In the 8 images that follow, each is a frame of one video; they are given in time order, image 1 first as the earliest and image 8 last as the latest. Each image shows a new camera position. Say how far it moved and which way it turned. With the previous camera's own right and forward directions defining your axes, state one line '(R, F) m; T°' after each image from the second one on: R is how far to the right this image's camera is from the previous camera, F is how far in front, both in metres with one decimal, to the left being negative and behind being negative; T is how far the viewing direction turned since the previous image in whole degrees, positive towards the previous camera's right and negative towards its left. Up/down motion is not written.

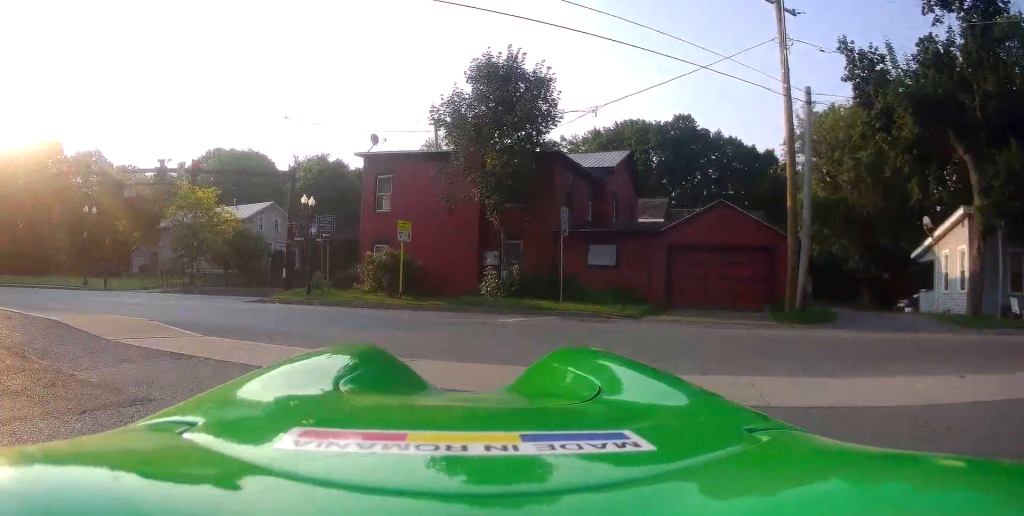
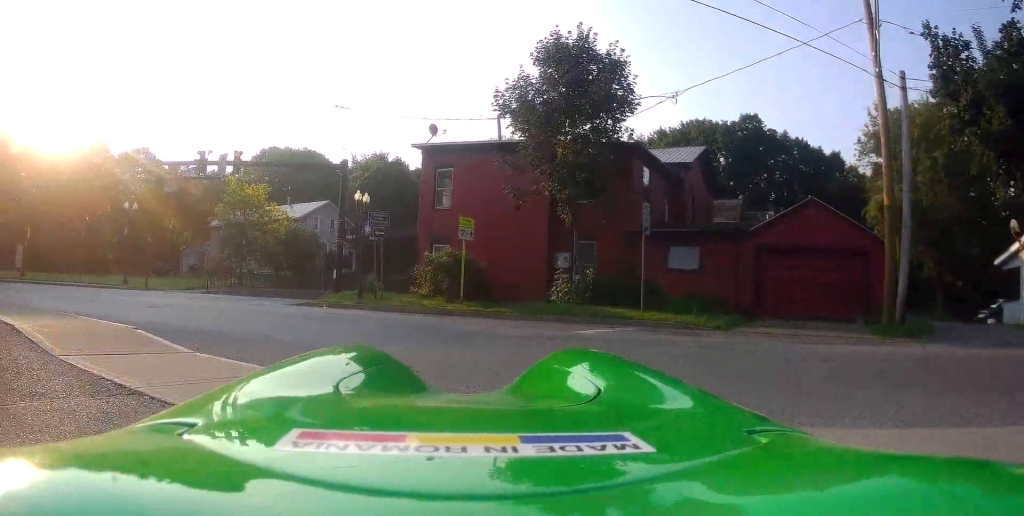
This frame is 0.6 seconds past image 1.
(0.0, +2.4) m; -1°
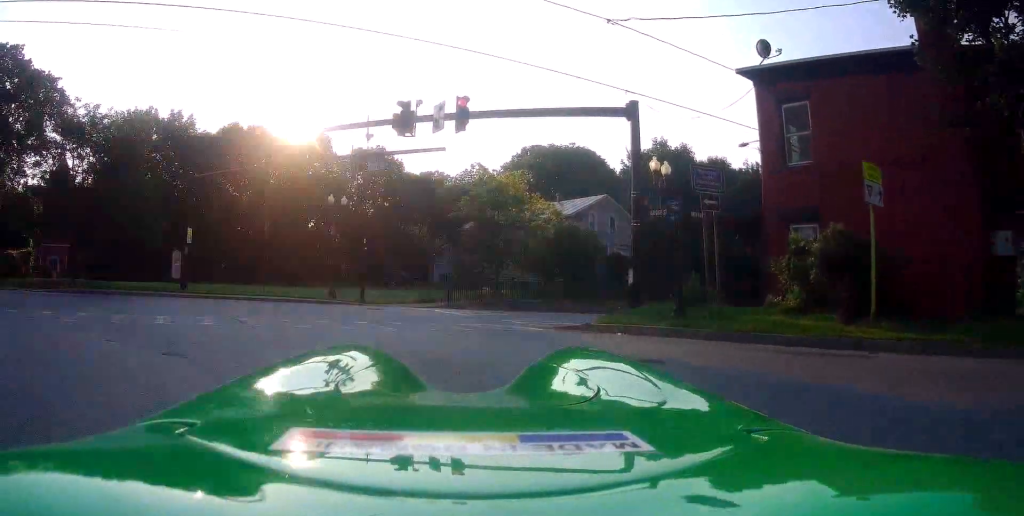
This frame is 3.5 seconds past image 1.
(-2.3, +11.3) m; -24°
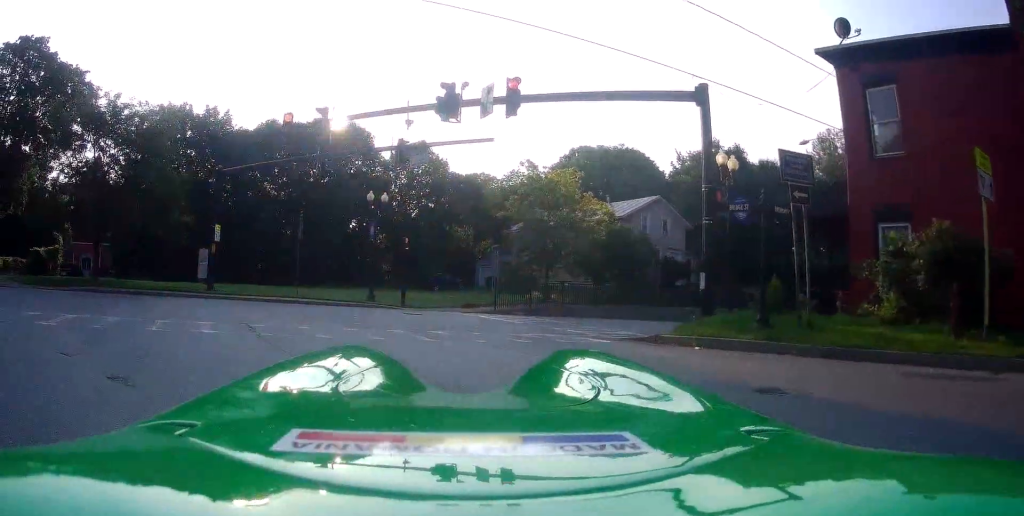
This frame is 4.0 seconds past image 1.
(-0.2, +2.1) m; 0°
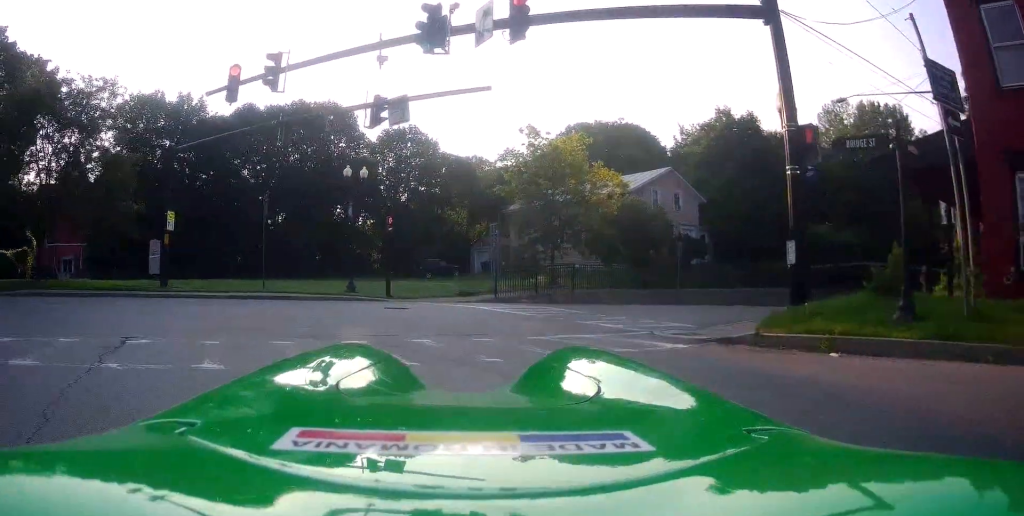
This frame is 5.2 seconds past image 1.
(+0.2, +4.6) m; +5°
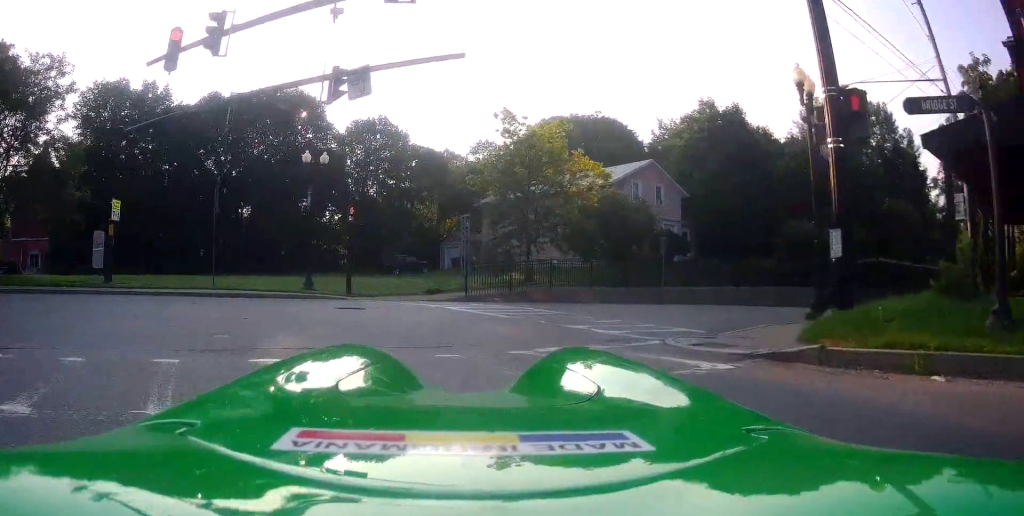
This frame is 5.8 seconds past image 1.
(+0.1, +2.2) m; +2°
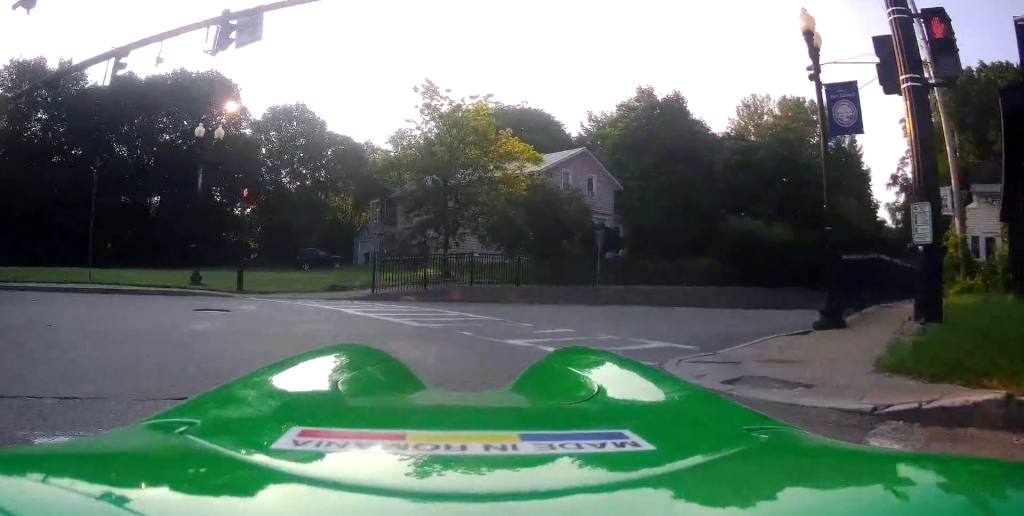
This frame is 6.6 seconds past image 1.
(-0.1, +3.3) m; 0°
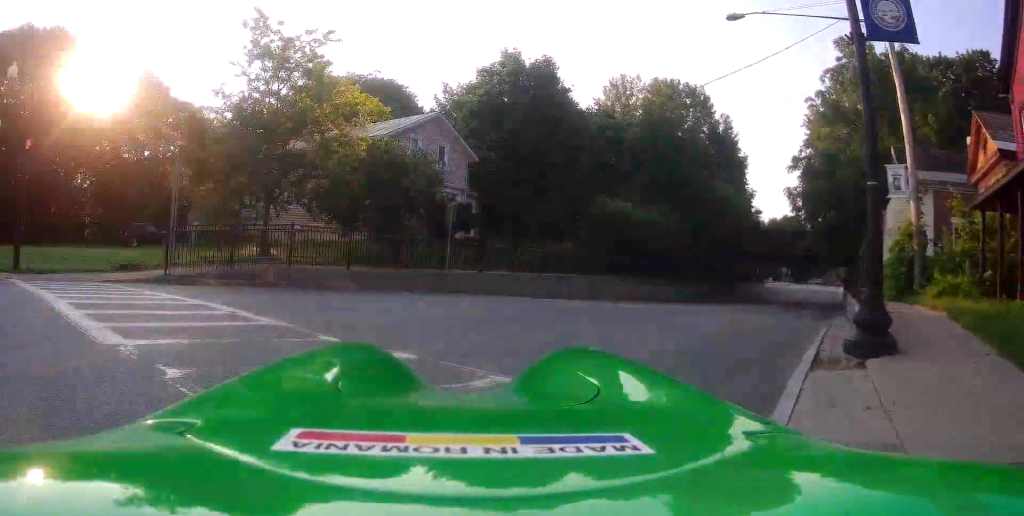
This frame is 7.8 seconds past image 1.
(+0.2, +4.8) m; +11°
